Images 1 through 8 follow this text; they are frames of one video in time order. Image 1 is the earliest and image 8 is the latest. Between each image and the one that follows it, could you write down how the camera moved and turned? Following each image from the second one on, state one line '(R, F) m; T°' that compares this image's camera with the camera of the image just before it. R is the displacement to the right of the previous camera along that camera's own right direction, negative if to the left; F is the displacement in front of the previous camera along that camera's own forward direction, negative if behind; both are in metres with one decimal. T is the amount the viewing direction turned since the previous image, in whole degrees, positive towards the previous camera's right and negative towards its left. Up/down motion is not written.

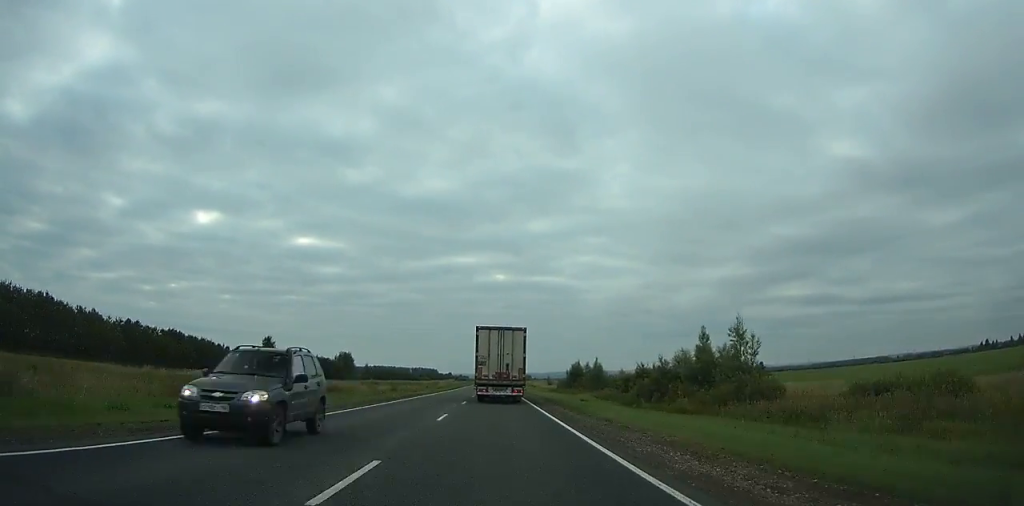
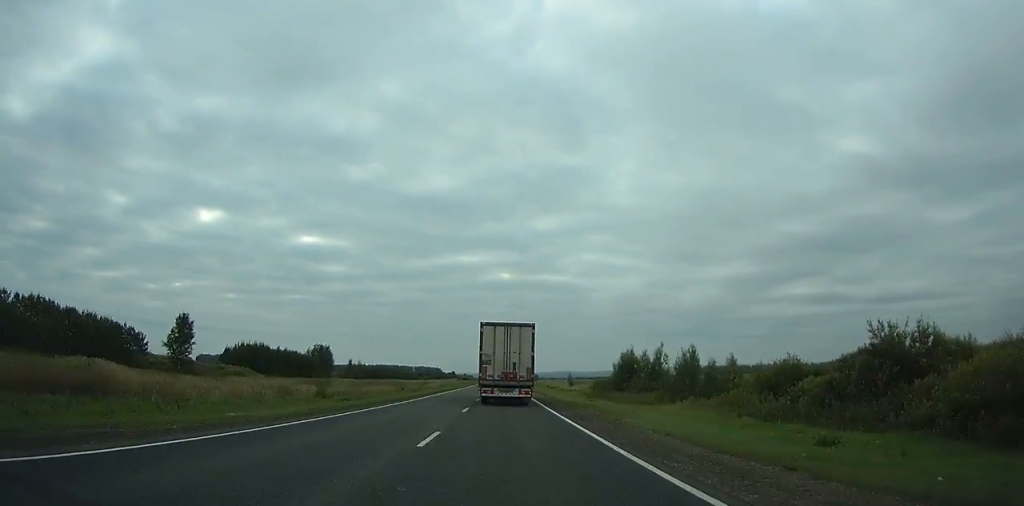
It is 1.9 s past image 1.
(-0.1, +42.7) m; 0°
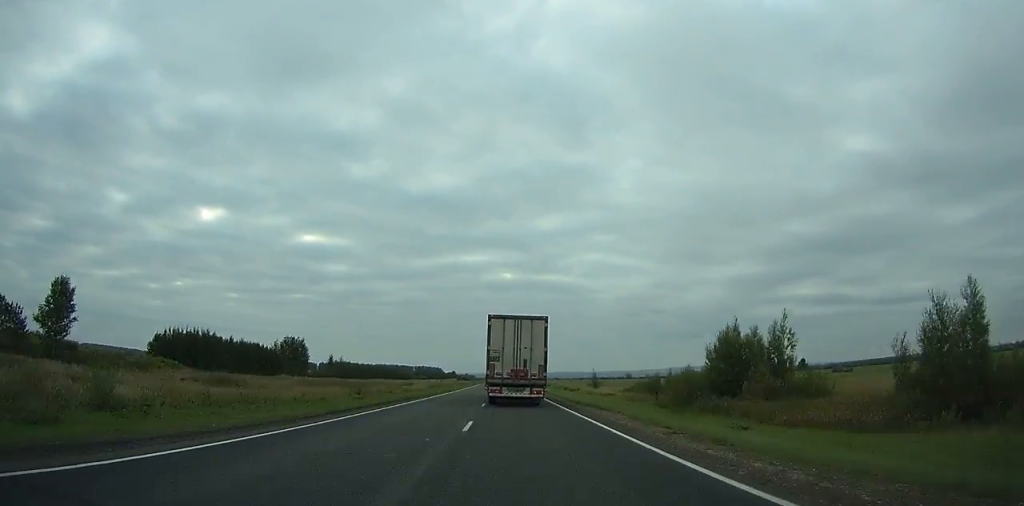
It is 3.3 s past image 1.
(0.0, +31.6) m; 0°
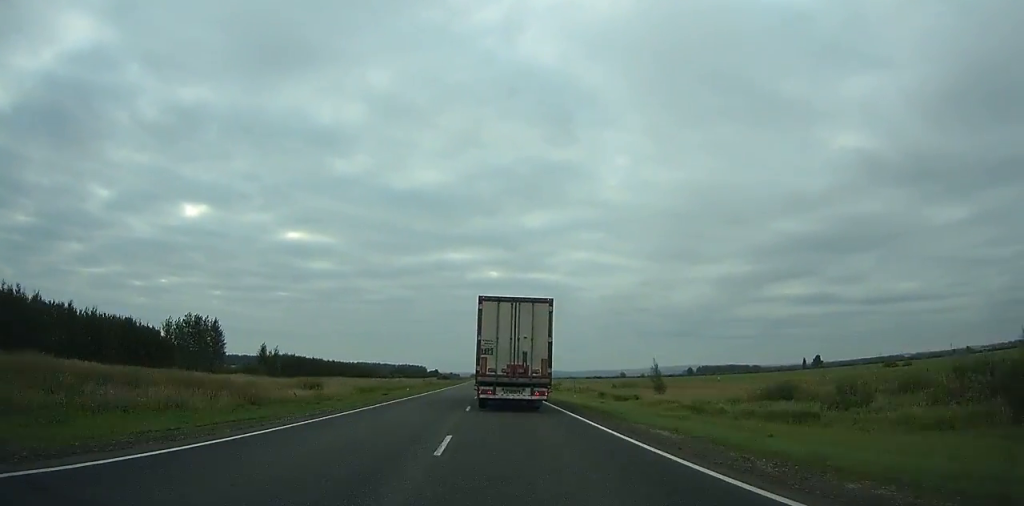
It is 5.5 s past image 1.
(-0.1, +50.4) m; 0°
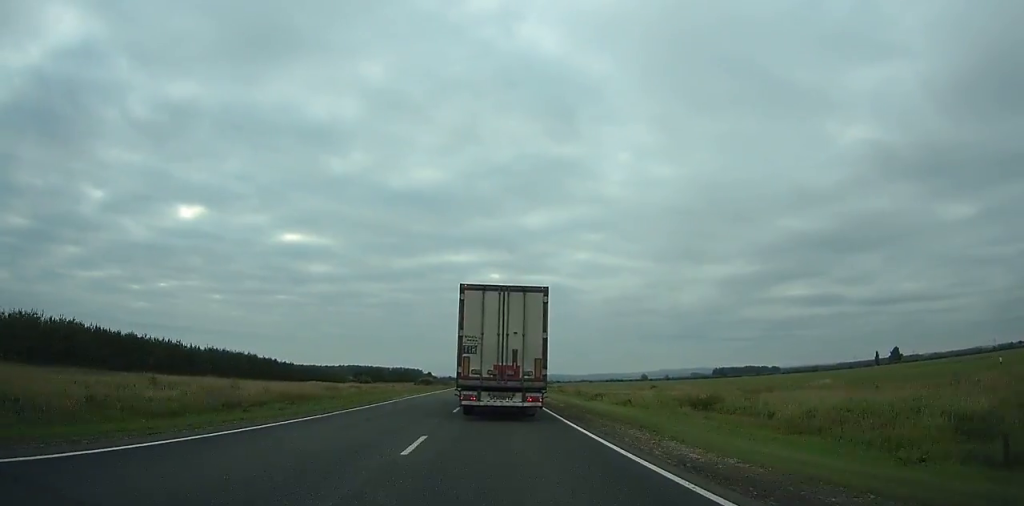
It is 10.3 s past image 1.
(+0.6, +109.0) m; 0°
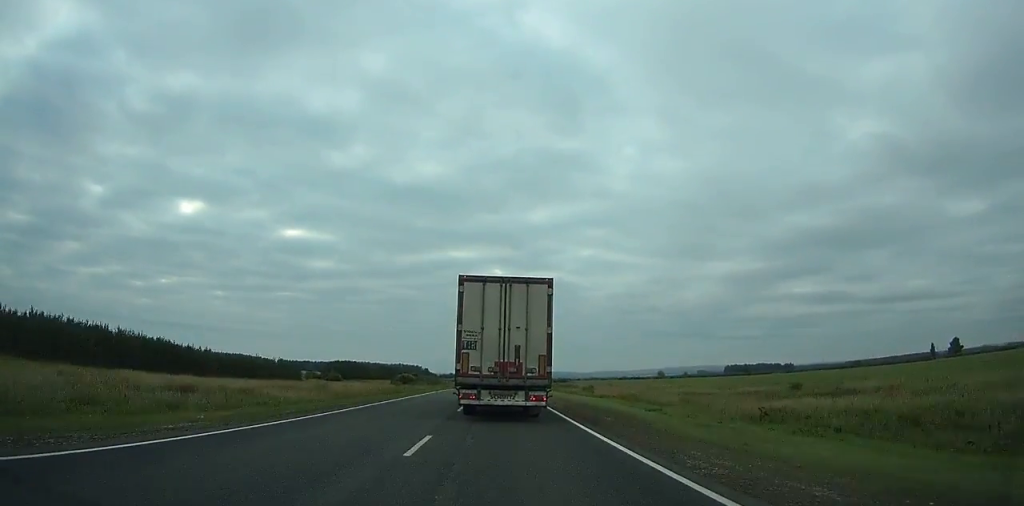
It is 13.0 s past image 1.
(+0.1, +60.1) m; 0°
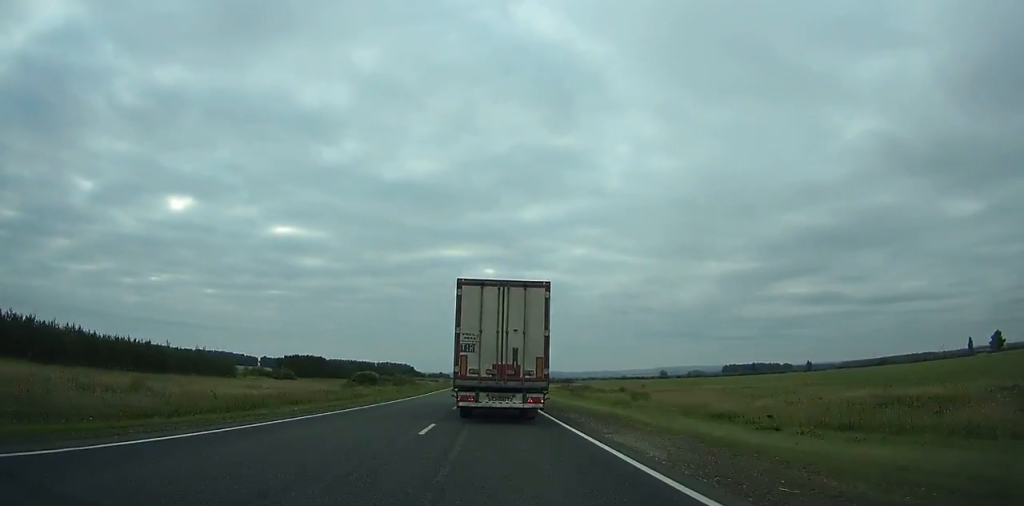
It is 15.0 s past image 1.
(-0.1, +44.0) m; 0°
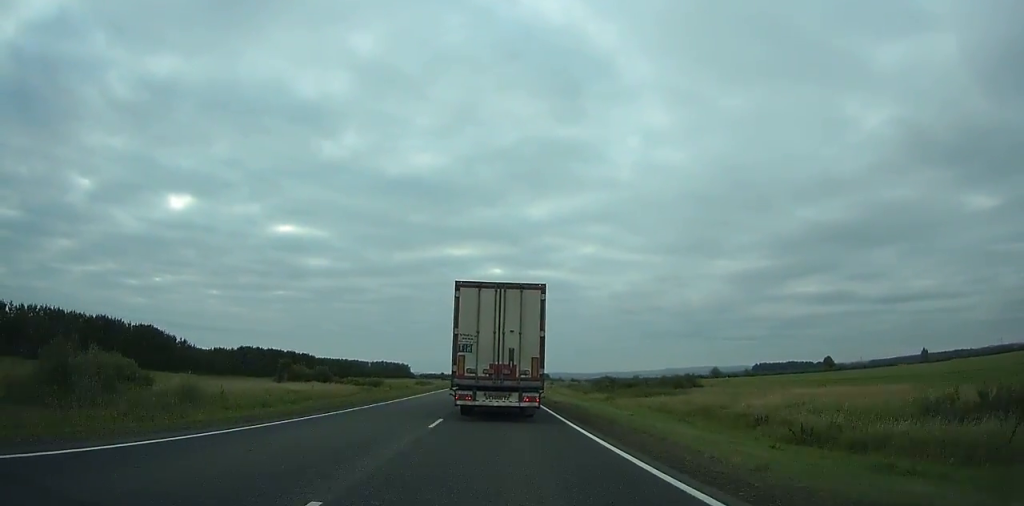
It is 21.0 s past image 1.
(+0.3, +129.6) m; 0°
